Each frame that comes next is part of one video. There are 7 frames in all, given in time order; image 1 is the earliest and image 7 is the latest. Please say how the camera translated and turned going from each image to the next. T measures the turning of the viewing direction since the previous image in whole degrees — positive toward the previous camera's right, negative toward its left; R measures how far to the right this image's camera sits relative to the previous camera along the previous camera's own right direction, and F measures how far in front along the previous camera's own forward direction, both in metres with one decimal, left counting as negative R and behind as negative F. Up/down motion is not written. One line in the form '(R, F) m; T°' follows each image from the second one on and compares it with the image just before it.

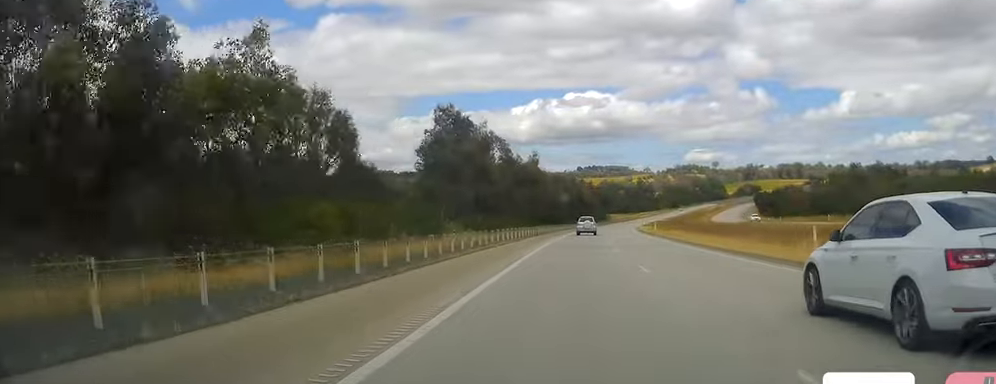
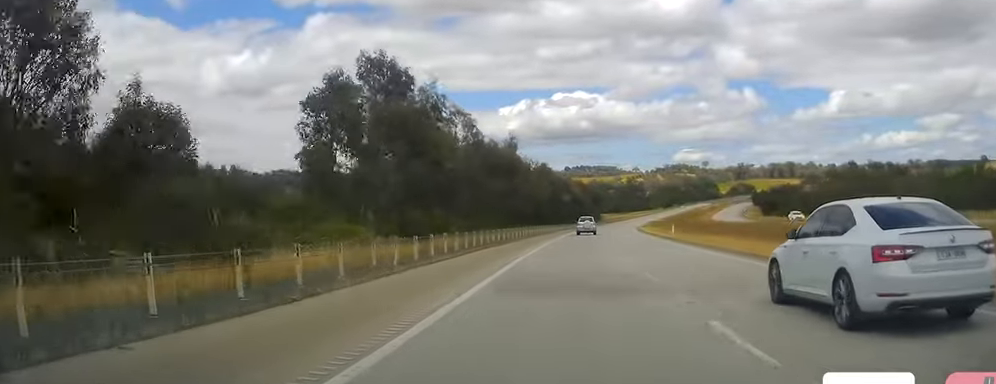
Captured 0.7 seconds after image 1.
(+0.3, +21.1) m; +2°
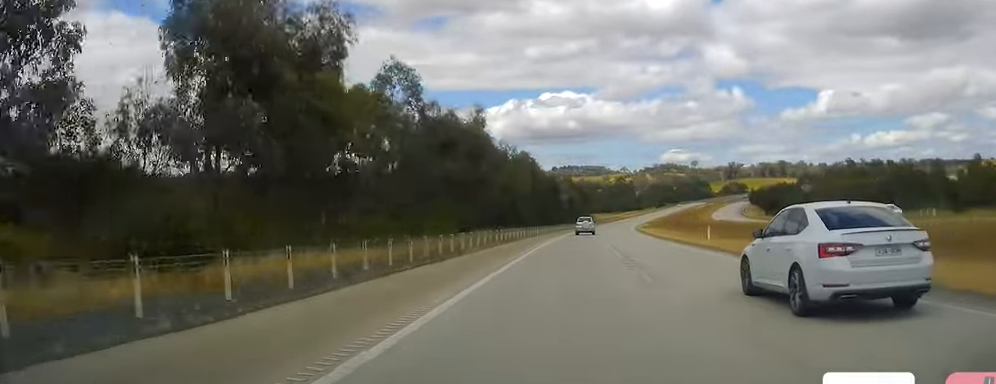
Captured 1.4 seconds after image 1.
(+0.3, +20.1) m; +1°
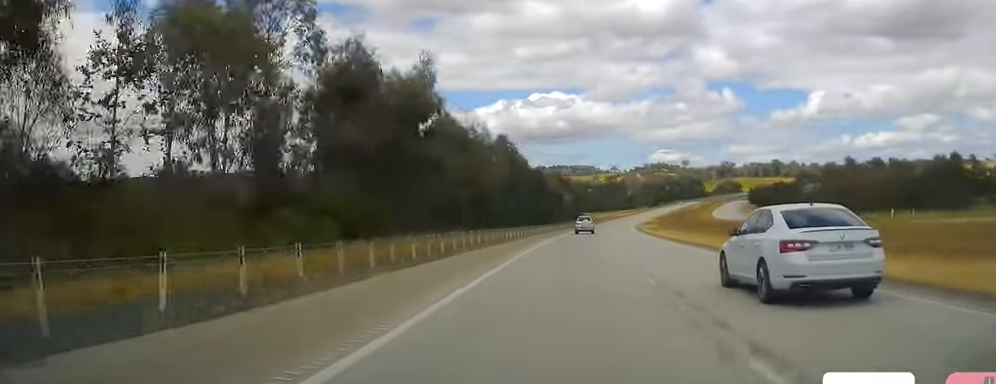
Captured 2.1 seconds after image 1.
(+0.5, +19.2) m; 0°
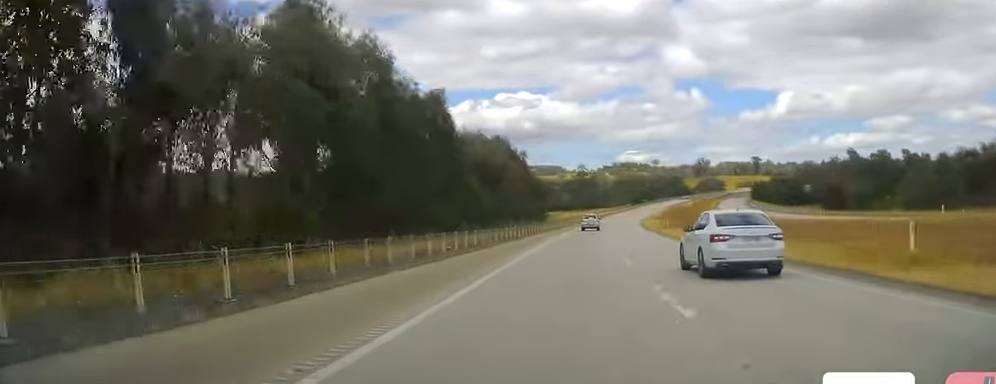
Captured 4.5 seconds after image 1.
(-0.1, +68.1) m; +2°
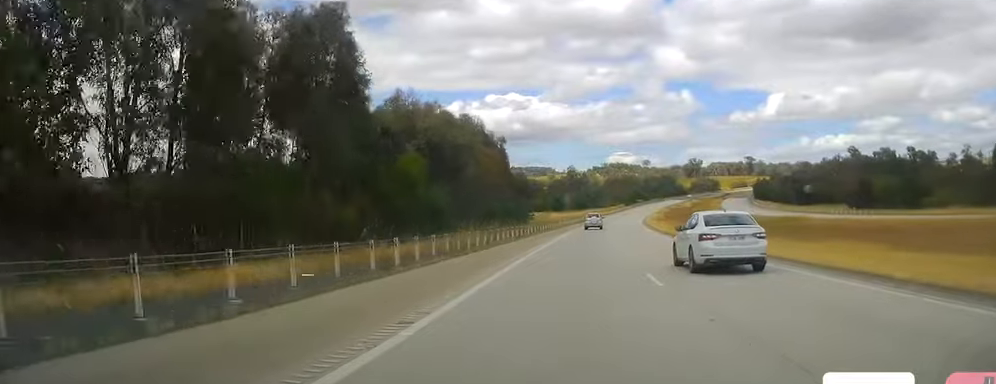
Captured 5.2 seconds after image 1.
(+0.5, +20.1) m; +1°
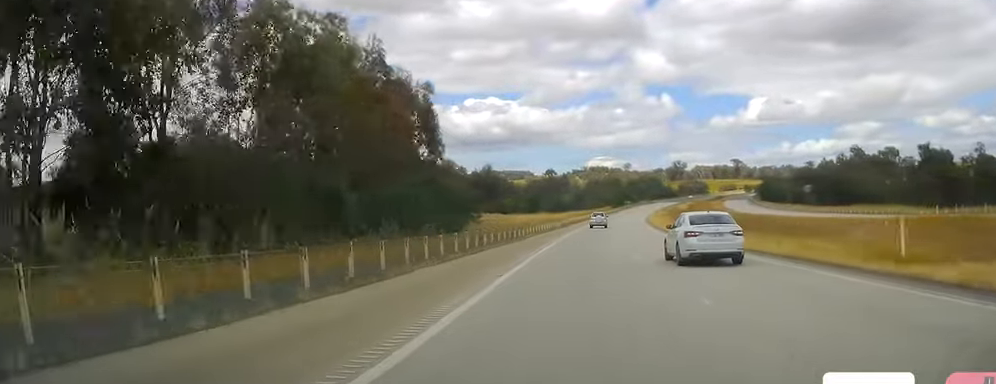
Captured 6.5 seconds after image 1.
(-0.1, +37.3) m; +1°
